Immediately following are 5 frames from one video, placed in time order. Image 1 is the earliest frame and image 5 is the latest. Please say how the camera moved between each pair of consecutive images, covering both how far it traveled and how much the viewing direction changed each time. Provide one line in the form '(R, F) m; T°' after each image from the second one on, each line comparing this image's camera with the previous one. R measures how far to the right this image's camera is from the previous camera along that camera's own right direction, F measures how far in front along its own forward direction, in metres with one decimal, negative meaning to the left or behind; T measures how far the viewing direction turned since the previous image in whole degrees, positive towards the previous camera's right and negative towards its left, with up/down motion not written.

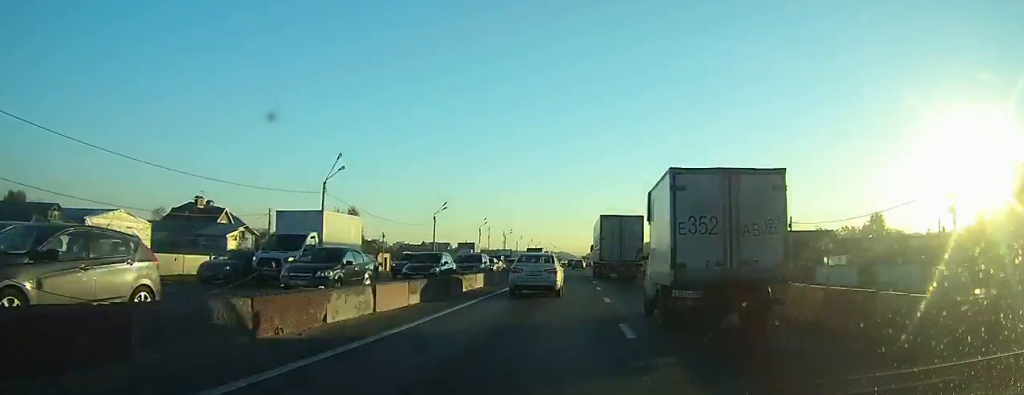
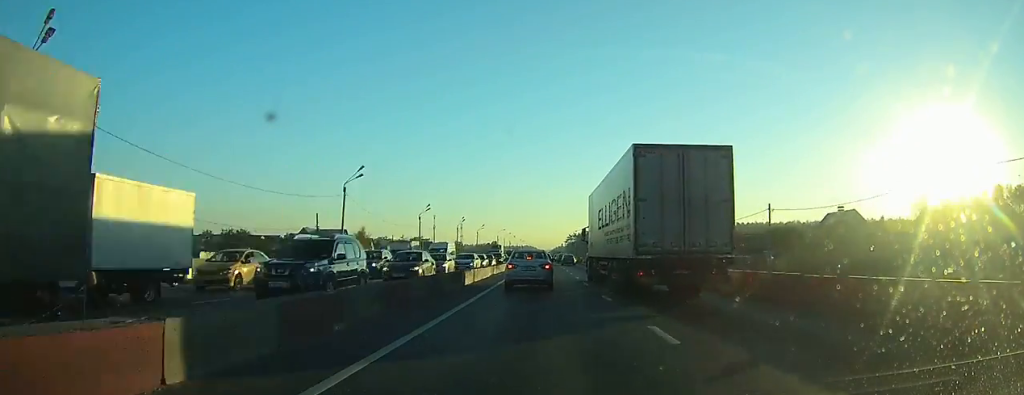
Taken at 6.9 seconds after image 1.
(+2.4, +98.0) m; +3°
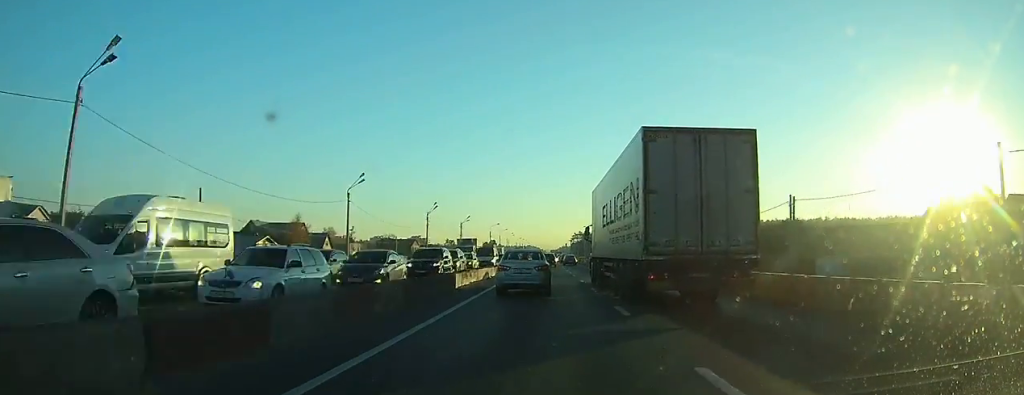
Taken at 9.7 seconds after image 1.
(0.0, +36.6) m; -1°
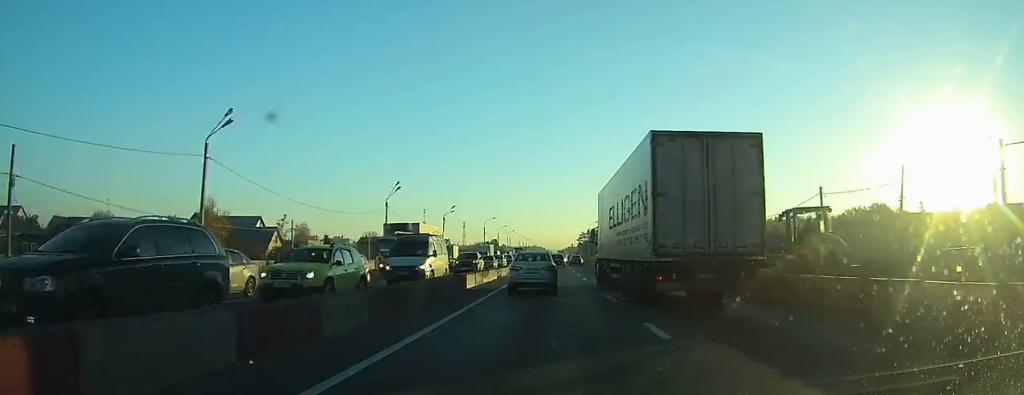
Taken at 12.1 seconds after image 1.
(-0.4, +31.7) m; -1°
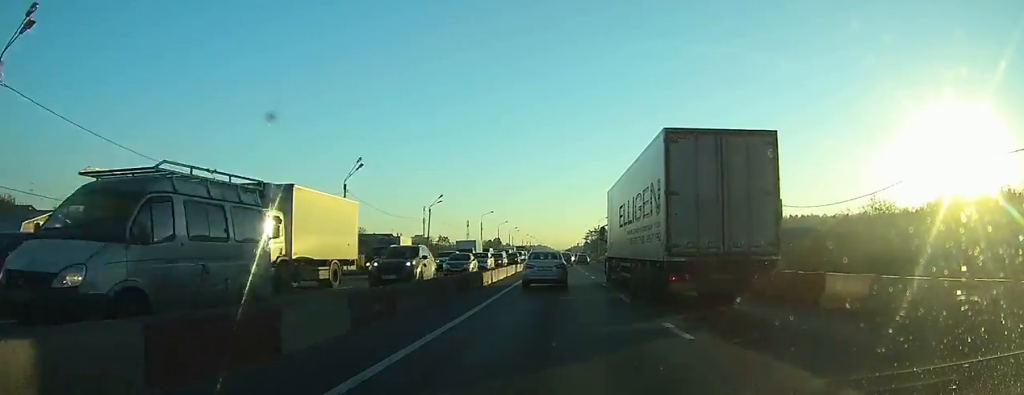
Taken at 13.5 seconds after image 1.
(-0.1, +18.2) m; 0°
